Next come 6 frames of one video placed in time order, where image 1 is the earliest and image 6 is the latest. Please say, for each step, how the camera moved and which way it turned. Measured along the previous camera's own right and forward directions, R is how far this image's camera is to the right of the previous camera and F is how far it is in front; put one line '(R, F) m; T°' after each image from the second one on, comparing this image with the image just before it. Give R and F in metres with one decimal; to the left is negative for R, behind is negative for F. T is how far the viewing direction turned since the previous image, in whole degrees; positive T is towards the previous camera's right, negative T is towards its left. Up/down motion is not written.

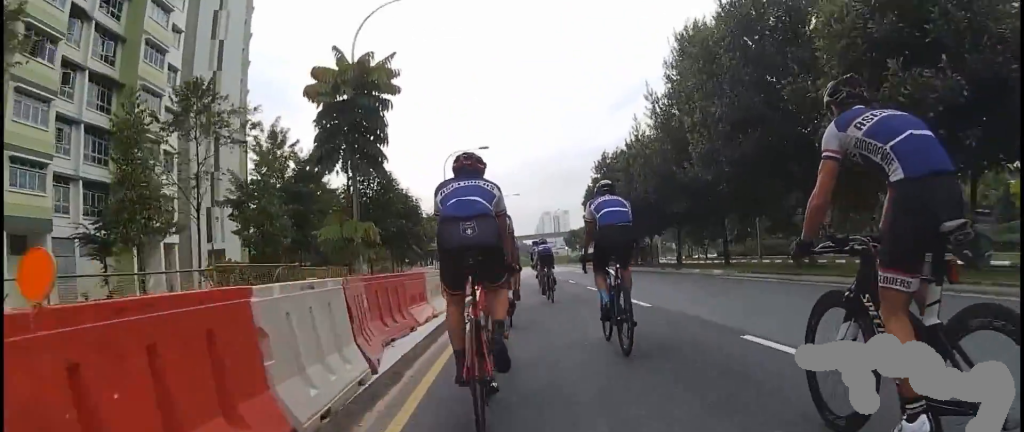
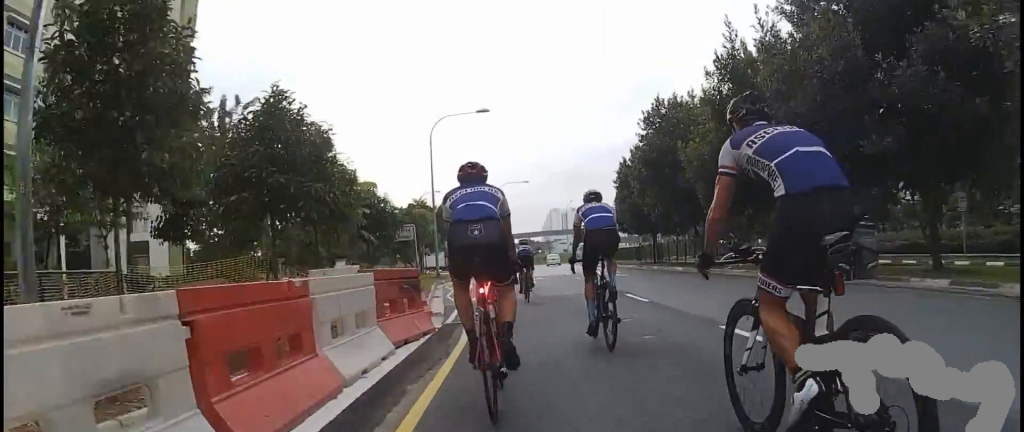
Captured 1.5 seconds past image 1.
(-0.1, +10.4) m; -1°
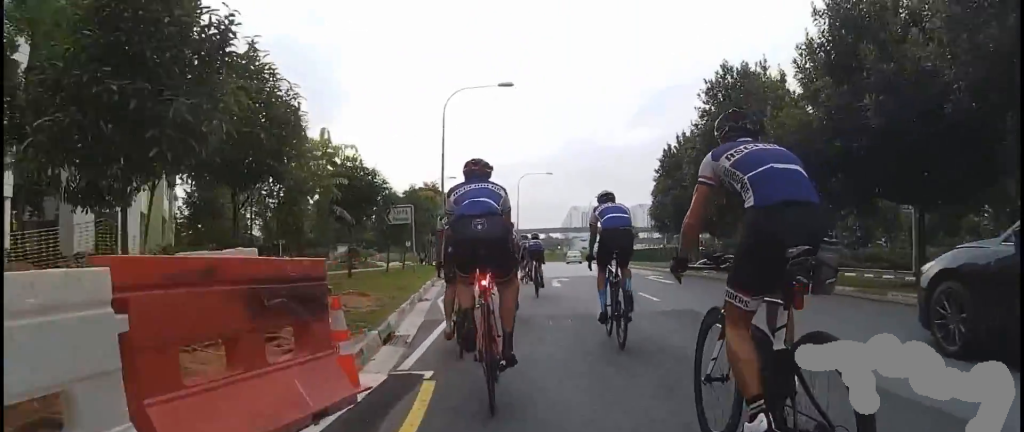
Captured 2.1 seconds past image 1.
(0.0, +4.5) m; 0°
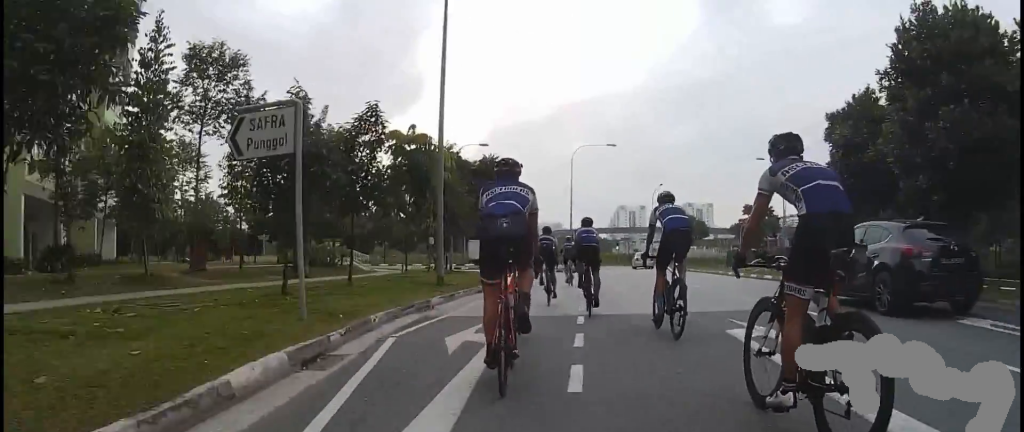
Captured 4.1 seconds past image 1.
(-0.1, +14.0) m; -3°
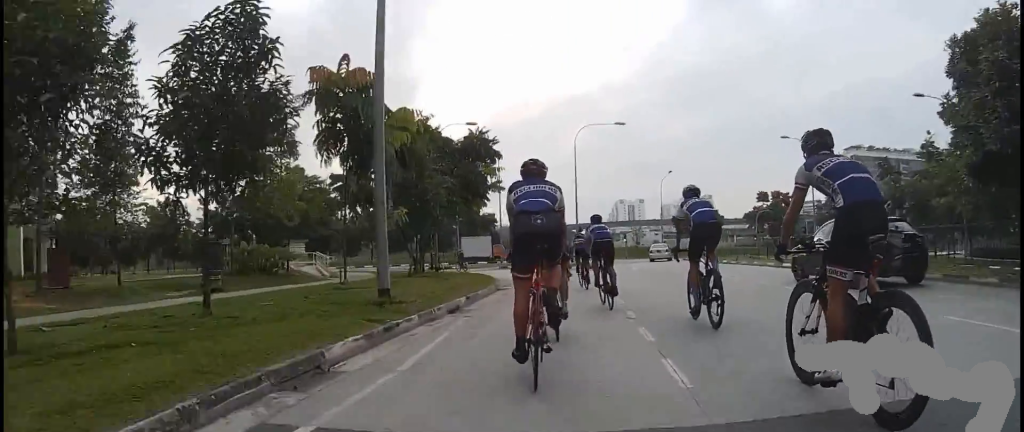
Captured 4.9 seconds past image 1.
(0.0, +6.2) m; -12°
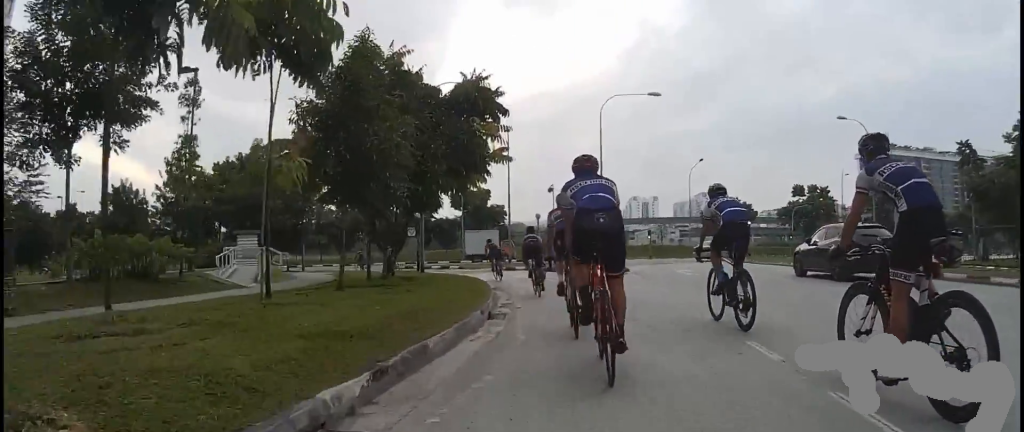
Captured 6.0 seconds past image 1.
(-1.5, +7.6) m; -12°
